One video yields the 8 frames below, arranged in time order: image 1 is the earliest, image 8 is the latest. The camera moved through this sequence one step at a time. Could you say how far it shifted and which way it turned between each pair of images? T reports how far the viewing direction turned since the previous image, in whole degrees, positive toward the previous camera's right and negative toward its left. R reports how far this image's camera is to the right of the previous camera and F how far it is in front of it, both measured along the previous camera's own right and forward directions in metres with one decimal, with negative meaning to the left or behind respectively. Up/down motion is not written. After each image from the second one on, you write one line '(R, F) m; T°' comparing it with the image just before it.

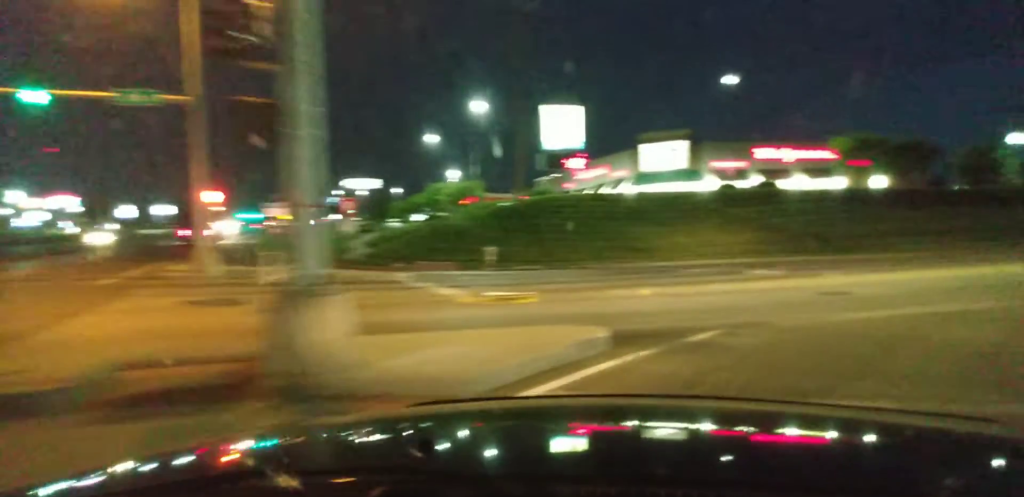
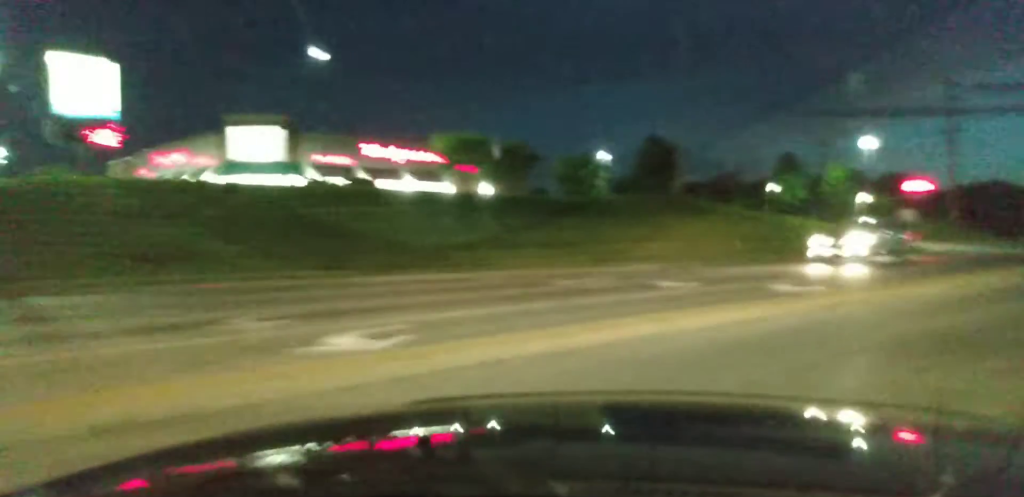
(+2.9, +12.0) m; +27°
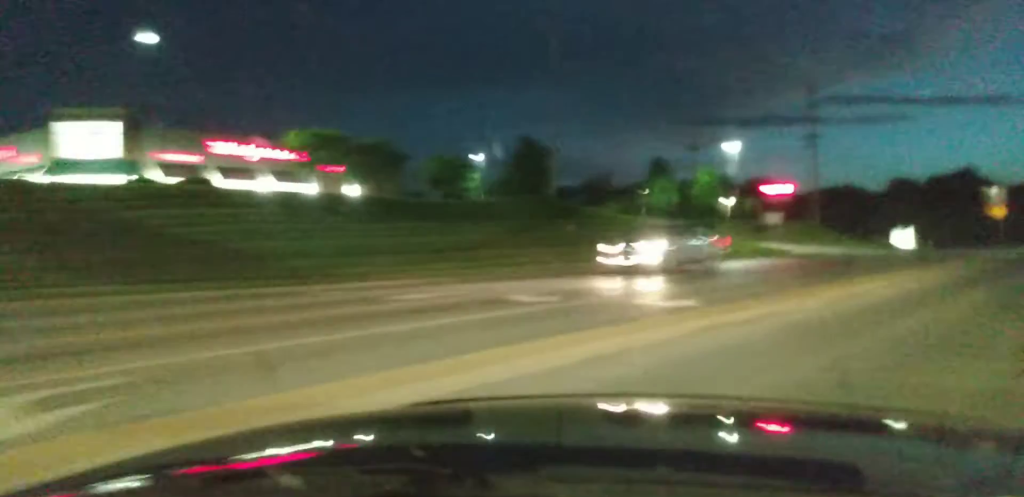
(+0.1, +2.8) m; +10°
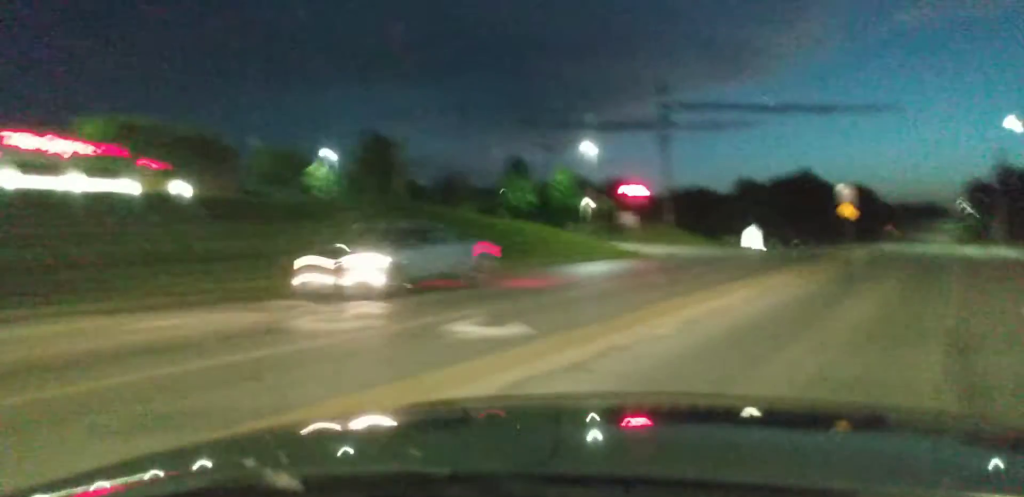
(+0.4, +3.6) m; +10°
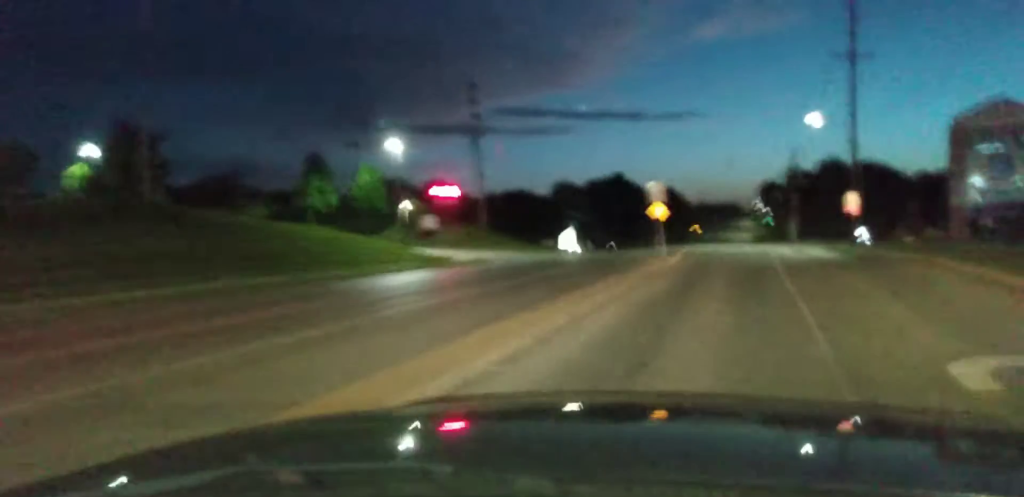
(+0.7, +5.7) m; +10°
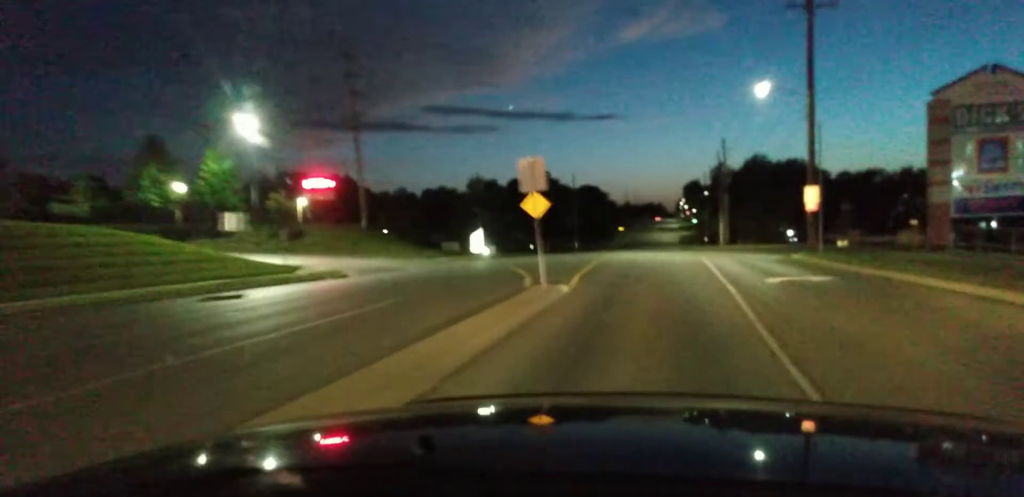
(+1.1, +11.9) m; +8°
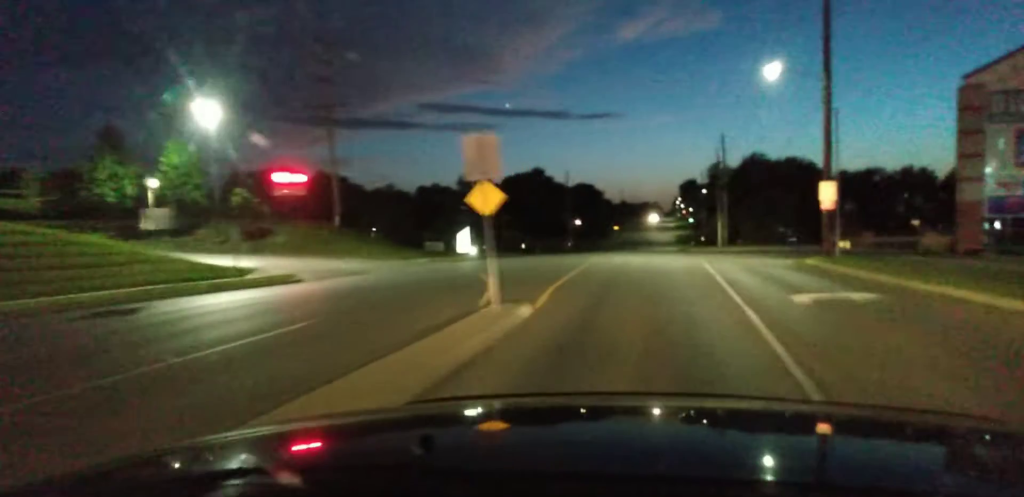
(0.0, +4.9) m; +1°
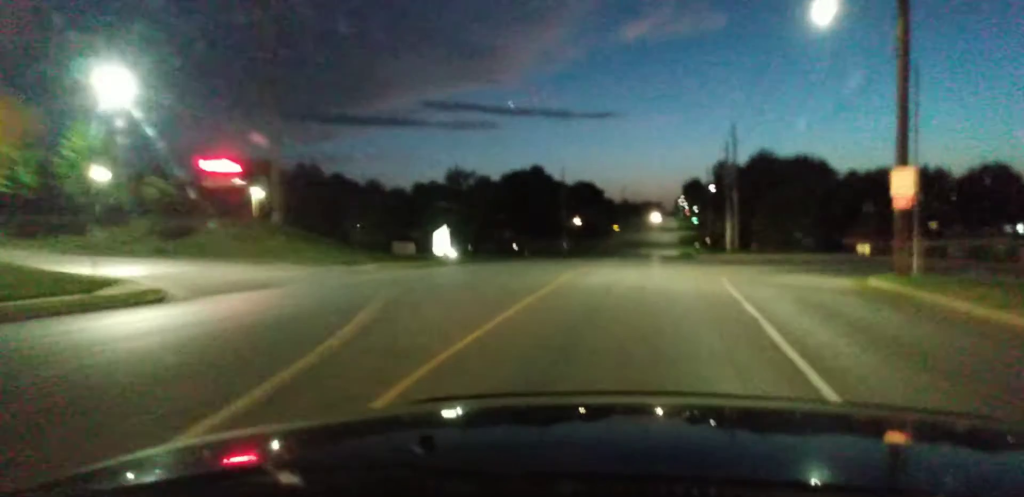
(0.0, +8.9) m; +1°
